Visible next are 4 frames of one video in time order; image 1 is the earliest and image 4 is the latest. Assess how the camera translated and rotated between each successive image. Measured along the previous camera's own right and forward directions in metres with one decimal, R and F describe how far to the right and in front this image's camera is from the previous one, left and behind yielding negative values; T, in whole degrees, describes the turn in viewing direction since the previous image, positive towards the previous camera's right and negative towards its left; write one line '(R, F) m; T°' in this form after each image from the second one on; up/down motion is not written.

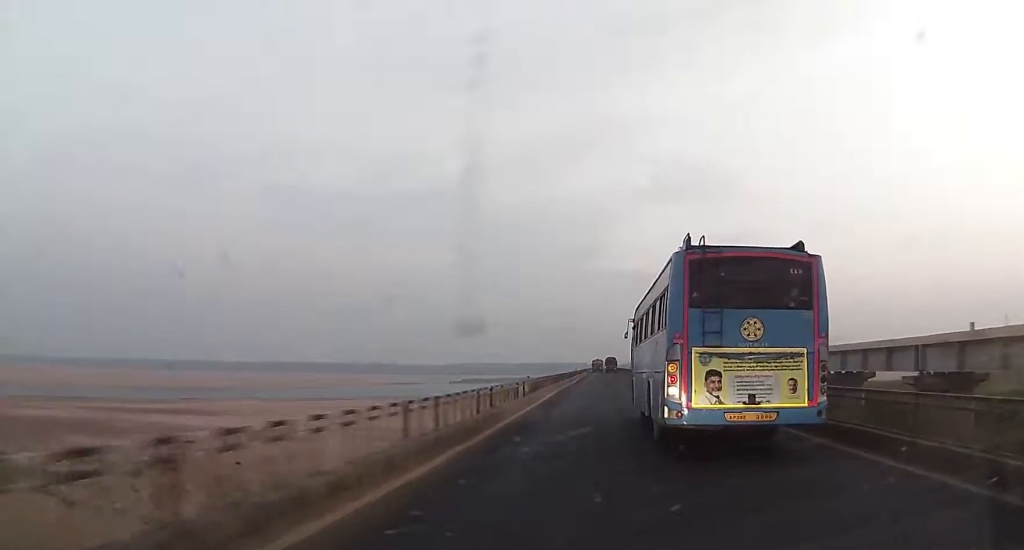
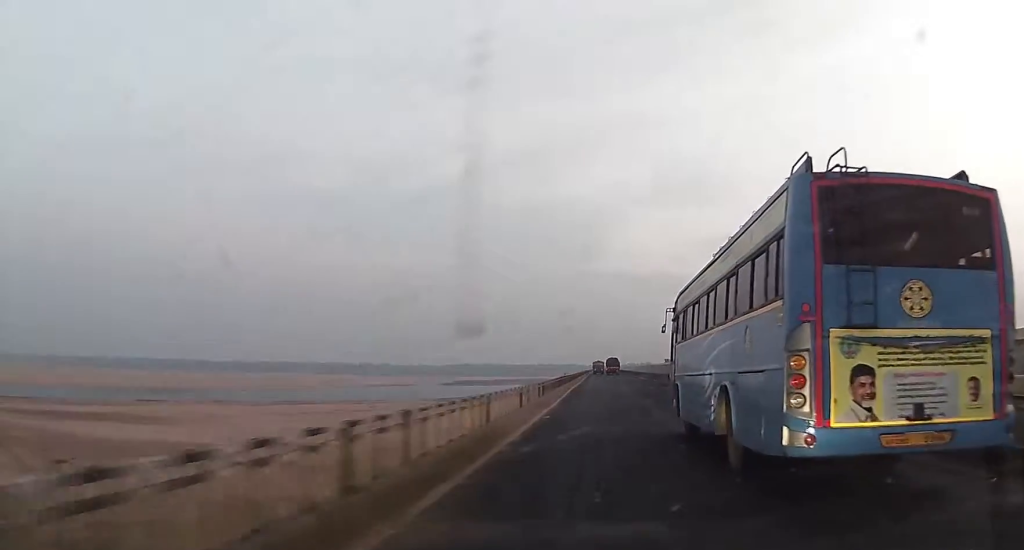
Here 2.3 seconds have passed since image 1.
(-0.4, +40.1) m; -1°
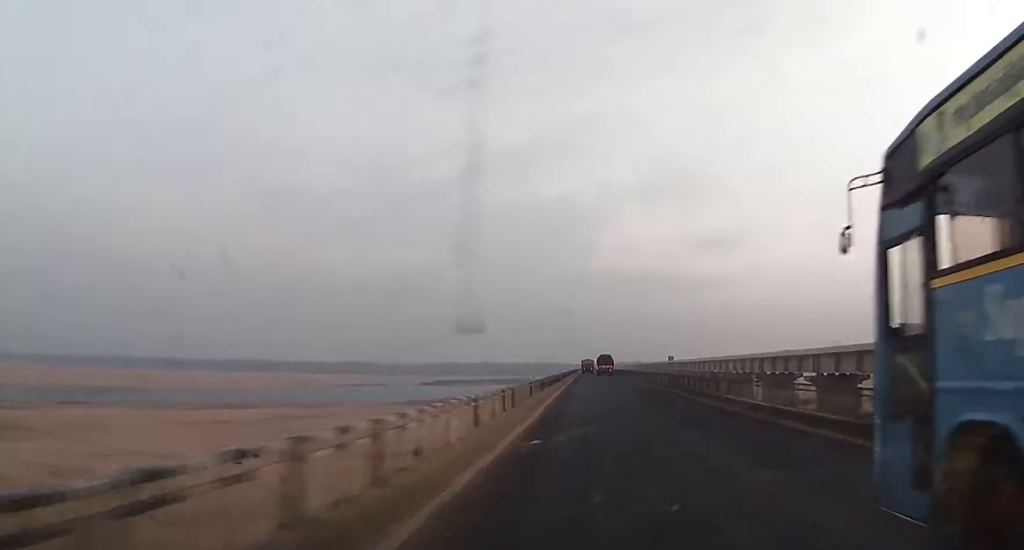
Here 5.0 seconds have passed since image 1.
(+1.3, +54.3) m; +1°
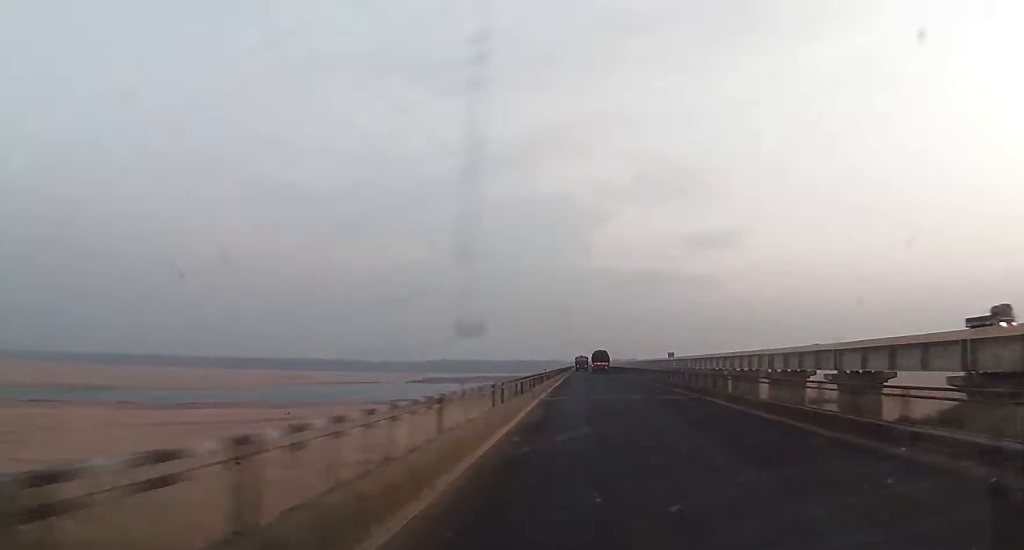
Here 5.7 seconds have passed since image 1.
(-0.3, +15.8) m; -1°
